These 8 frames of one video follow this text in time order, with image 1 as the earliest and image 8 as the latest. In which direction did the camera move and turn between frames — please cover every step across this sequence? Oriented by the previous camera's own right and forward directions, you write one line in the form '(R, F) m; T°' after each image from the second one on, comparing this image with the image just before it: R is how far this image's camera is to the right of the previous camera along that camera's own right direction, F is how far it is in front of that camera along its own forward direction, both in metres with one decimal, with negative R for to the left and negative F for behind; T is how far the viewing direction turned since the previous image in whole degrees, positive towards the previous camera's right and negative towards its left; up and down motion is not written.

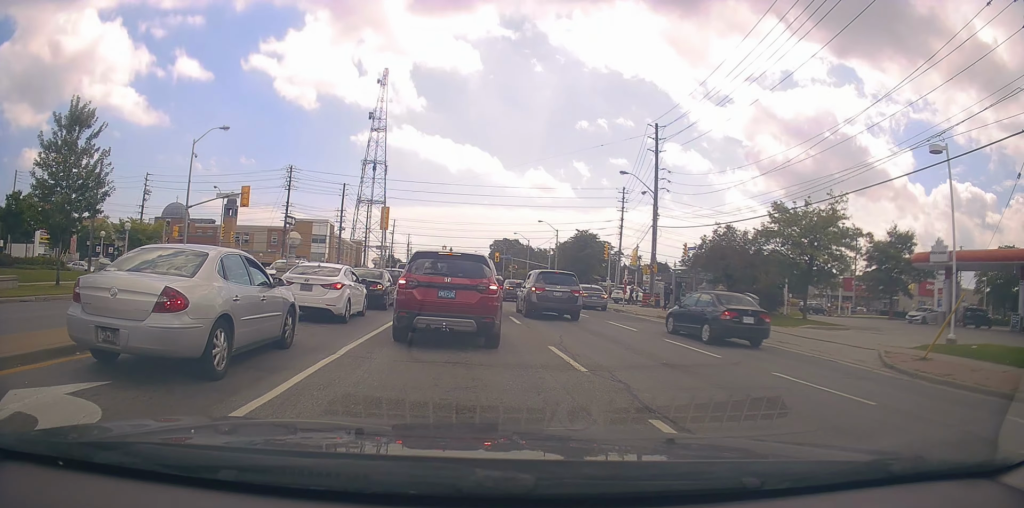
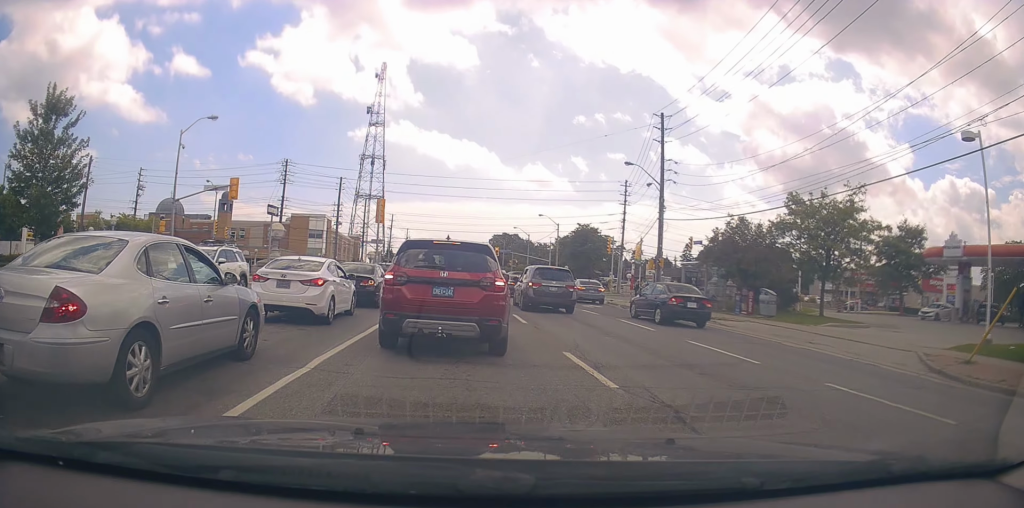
(+0.1, +1.8) m; 0°
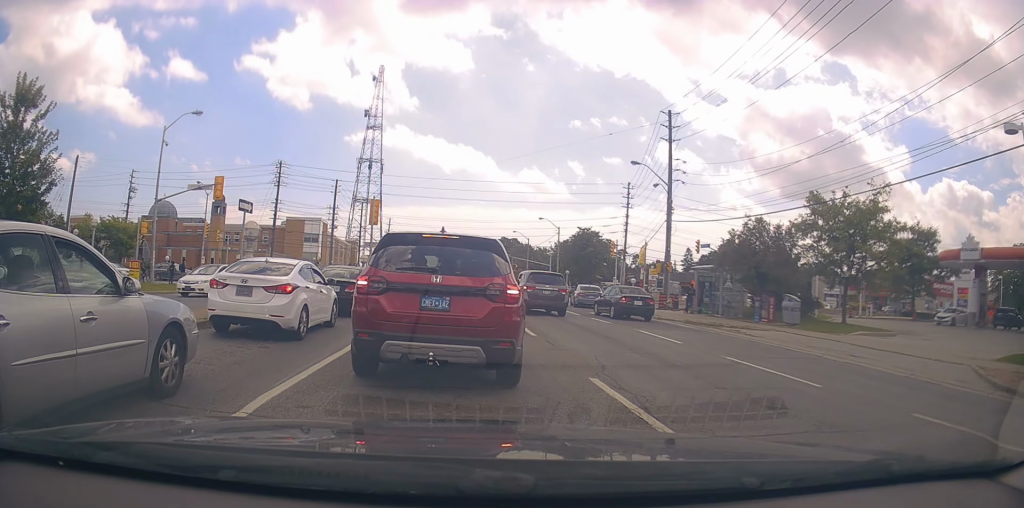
(-0.1, +2.6) m; -1°
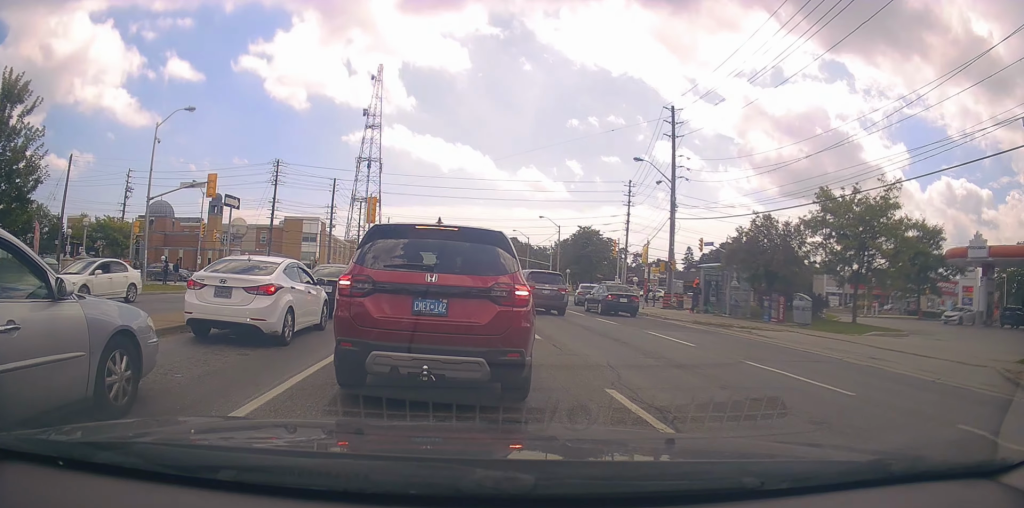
(-0.4, +0.7) m; 0°
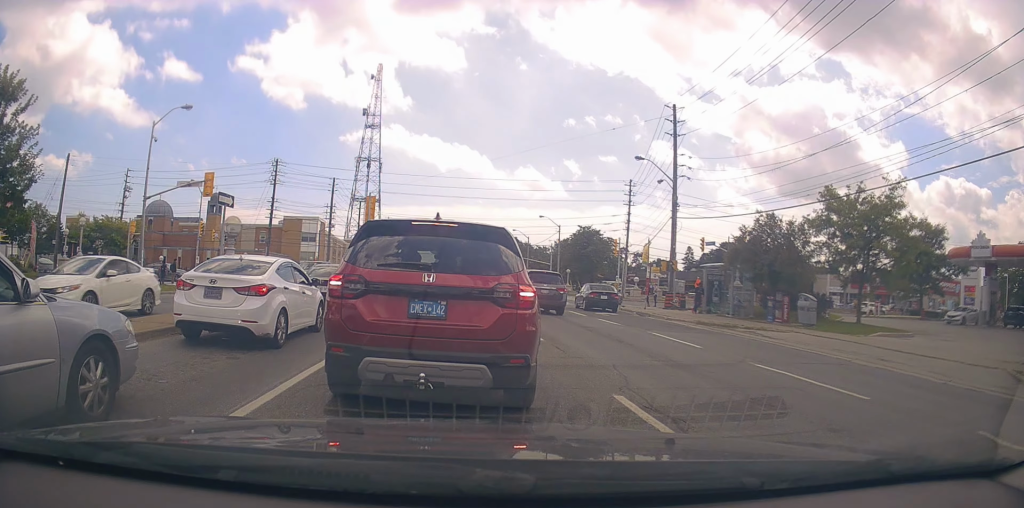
(+0.1, +0.1) m; 0°
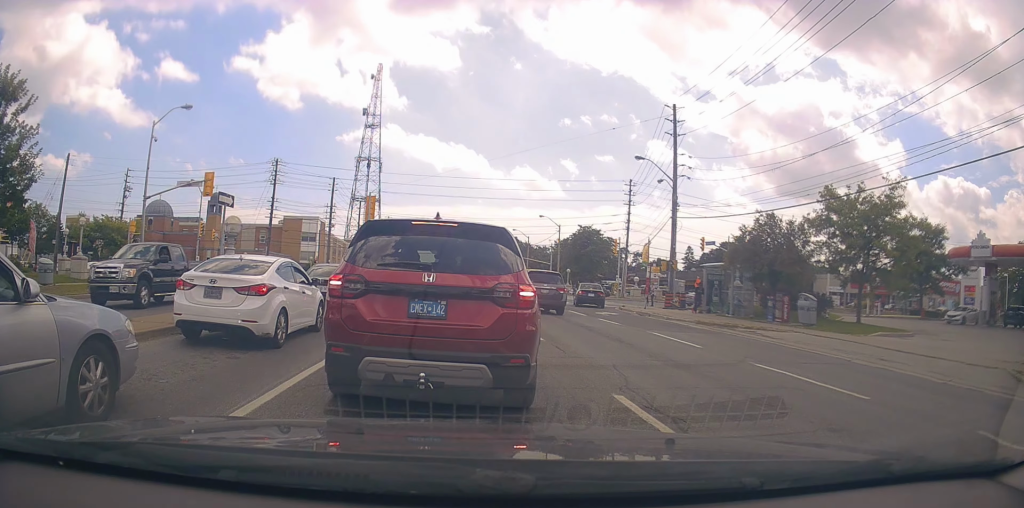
(0.0, 0.0) m; 0°
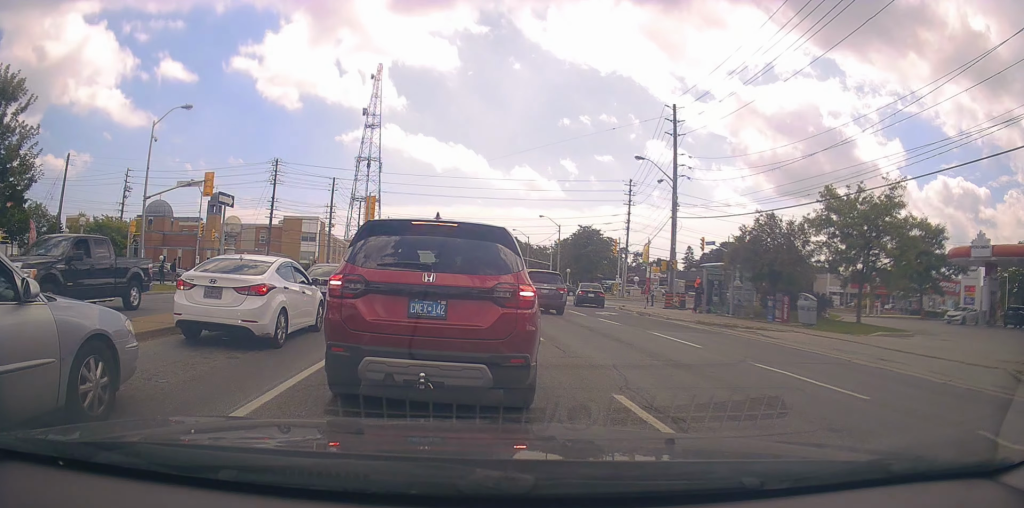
(0.0, 0.0) m; 0°
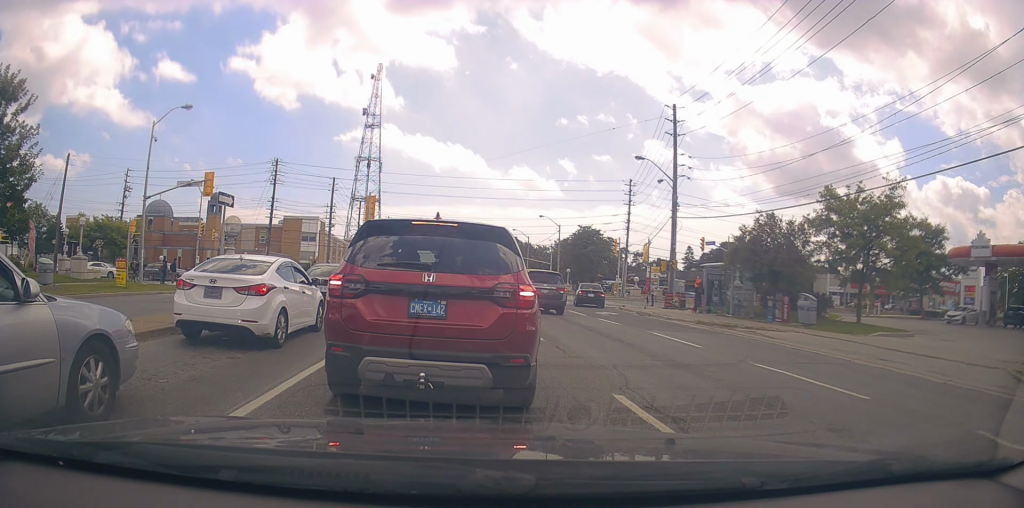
(0.0, 0.0) m; 0°
